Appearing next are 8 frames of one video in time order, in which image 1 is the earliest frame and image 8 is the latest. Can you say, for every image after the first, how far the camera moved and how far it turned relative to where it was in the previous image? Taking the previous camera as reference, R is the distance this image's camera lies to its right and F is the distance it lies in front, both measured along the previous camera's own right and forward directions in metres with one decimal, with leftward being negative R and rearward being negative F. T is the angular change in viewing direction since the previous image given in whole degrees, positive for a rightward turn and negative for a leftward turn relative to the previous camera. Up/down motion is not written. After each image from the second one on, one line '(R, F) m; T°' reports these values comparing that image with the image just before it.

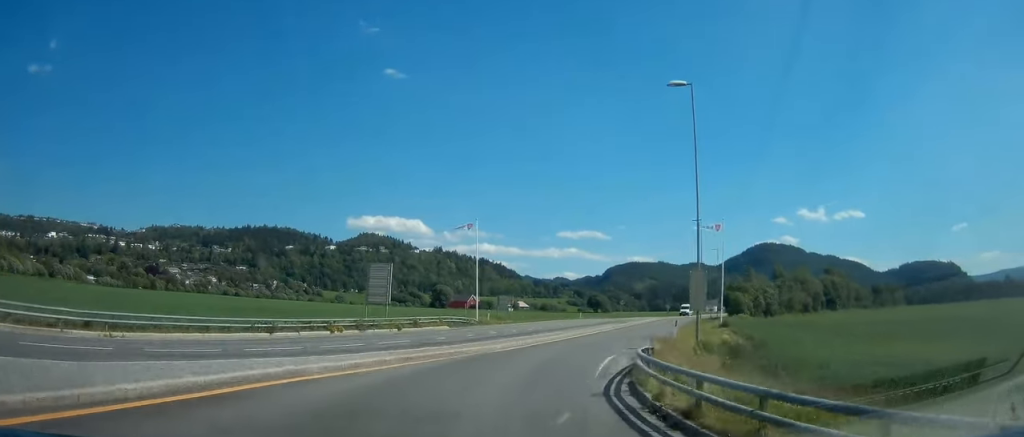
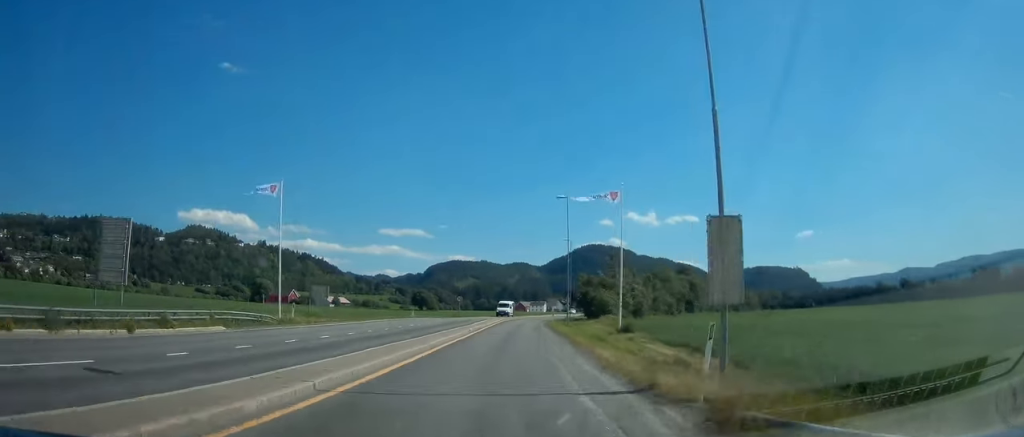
(-0.4, +15.0) m; +4°
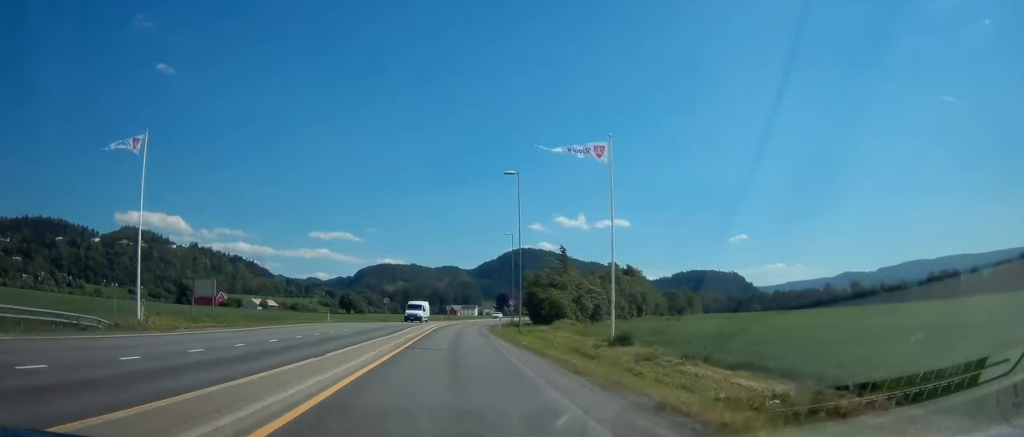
(+0.7, +11.3) m; +7°
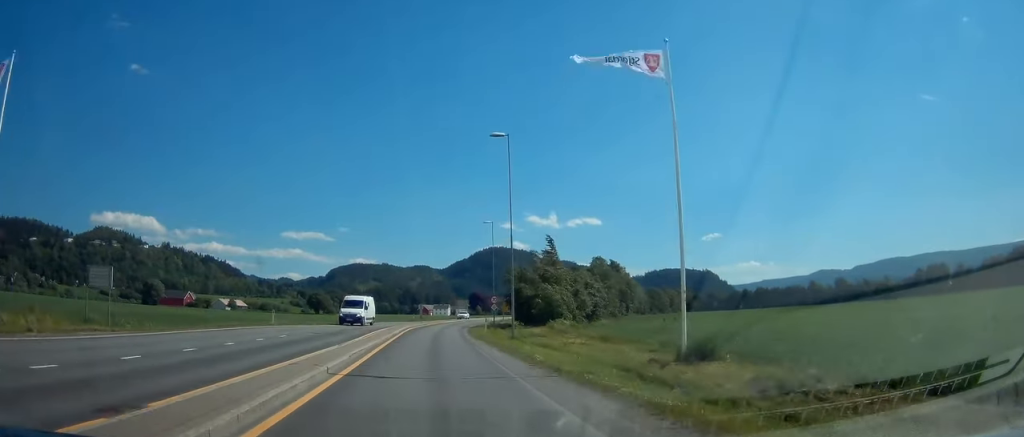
(+0.5, +9.0) m; +6°
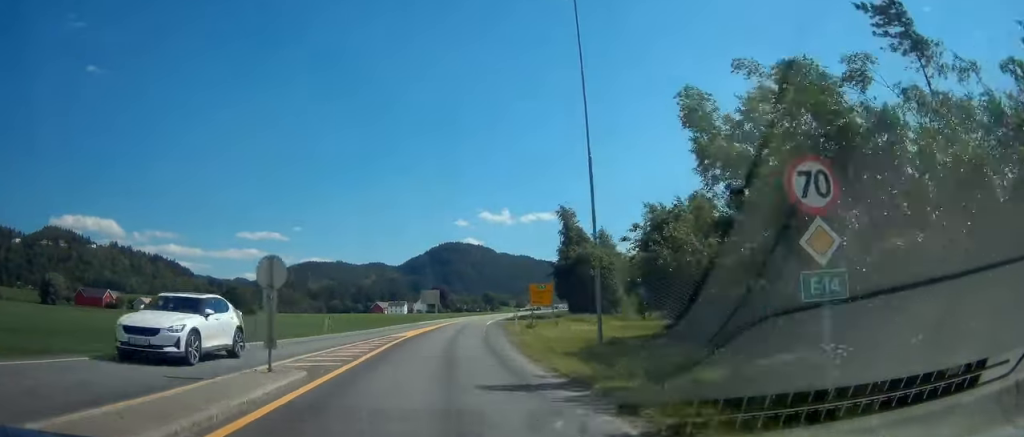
(+4.3, +54.3) m; +6°
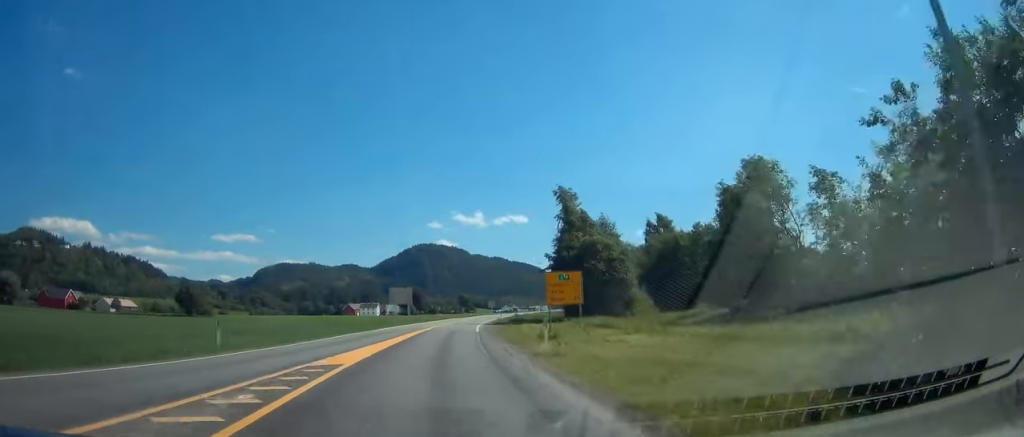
(0.0, +15.0) m; 0°
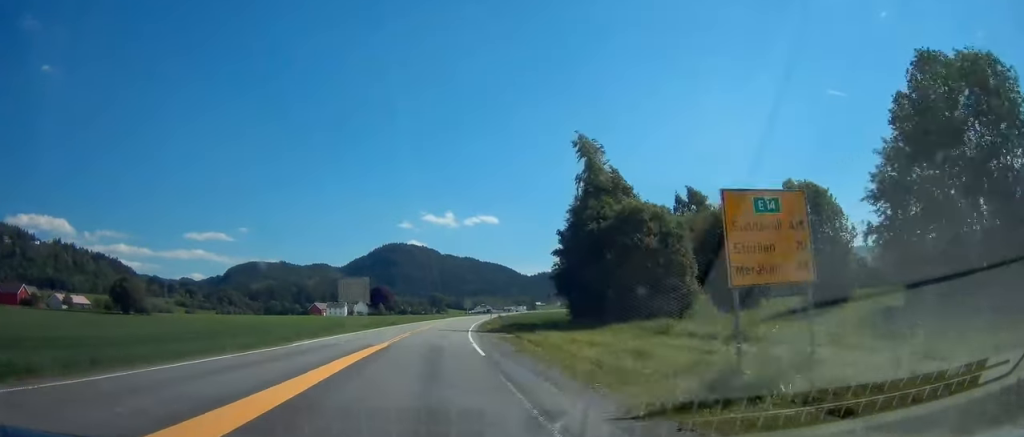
(0.0, +21.4) m; +3°
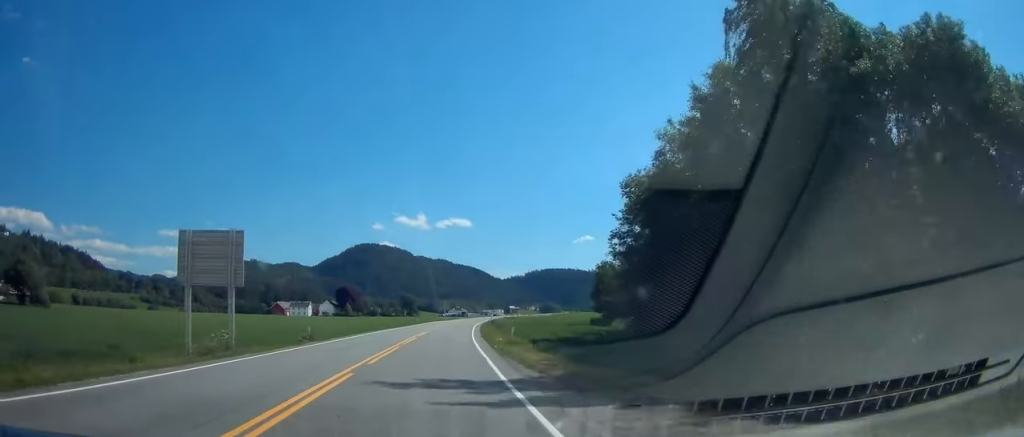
(+1.4, +30.1) m; +3°
